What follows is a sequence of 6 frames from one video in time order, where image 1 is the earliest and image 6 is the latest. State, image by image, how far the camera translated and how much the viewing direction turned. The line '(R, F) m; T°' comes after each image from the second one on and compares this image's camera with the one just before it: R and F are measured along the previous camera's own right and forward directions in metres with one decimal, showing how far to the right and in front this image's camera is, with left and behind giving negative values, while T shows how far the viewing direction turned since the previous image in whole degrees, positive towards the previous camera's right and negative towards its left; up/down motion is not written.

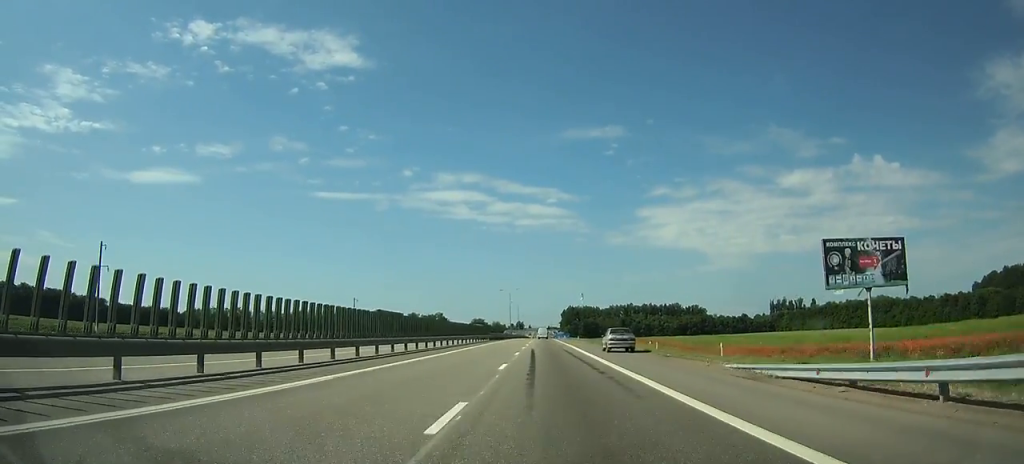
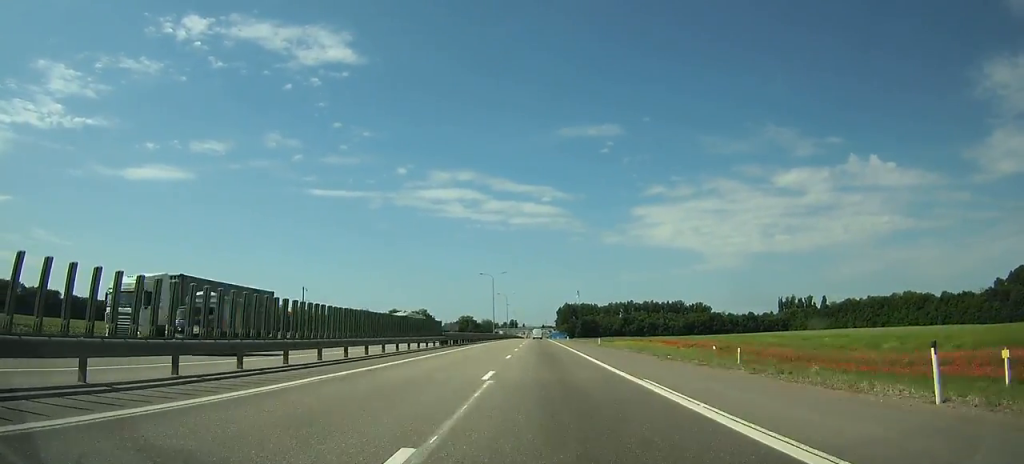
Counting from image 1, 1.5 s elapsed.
(-0.3, +41.4) m; 0°
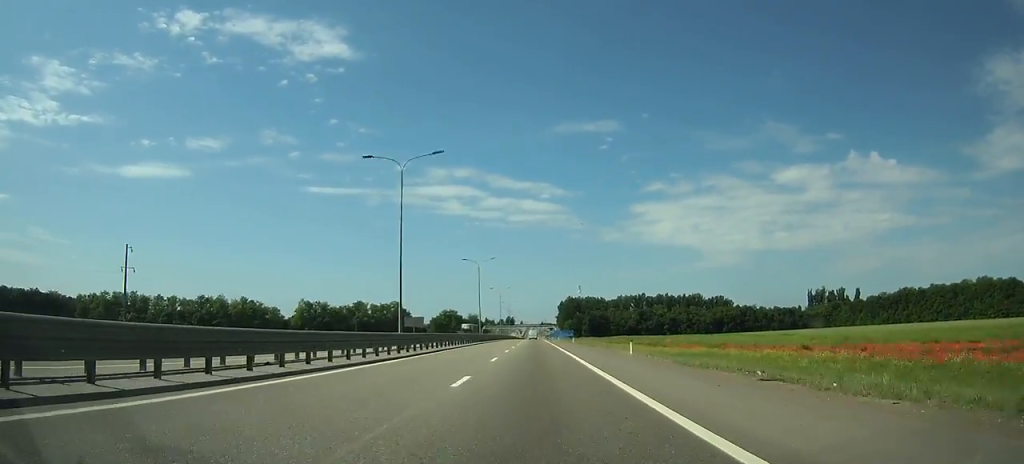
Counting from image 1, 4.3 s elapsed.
(+0.3, +76.5) m; 0°
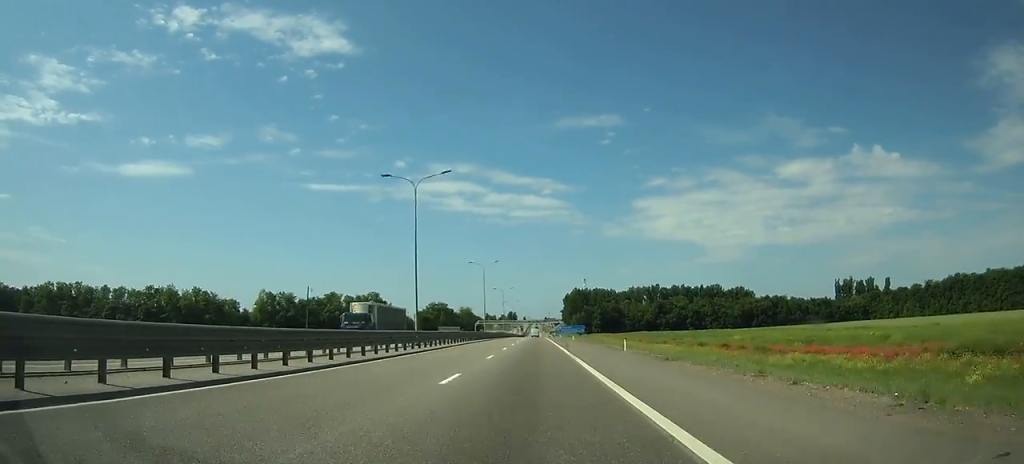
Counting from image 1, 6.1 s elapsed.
(-0.1, +48.2) m; 0°
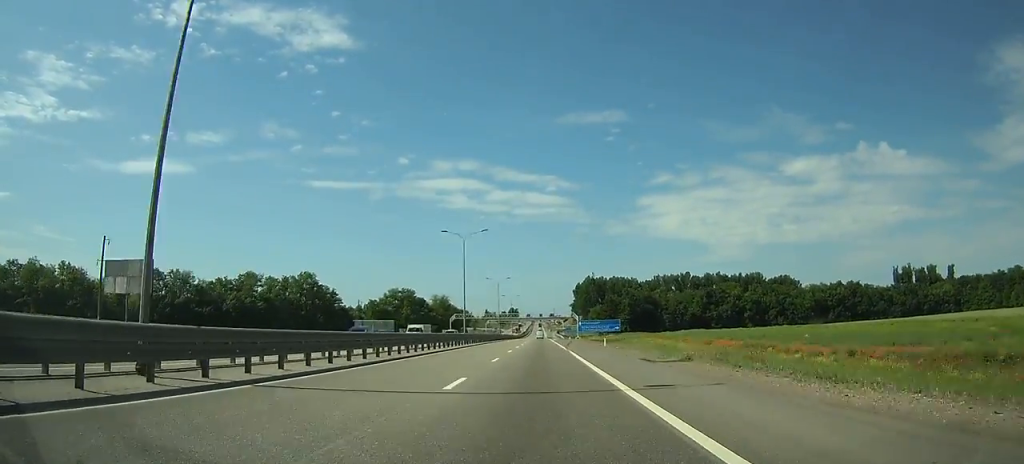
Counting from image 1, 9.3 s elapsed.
(-0.3, +84.1) m; 0°
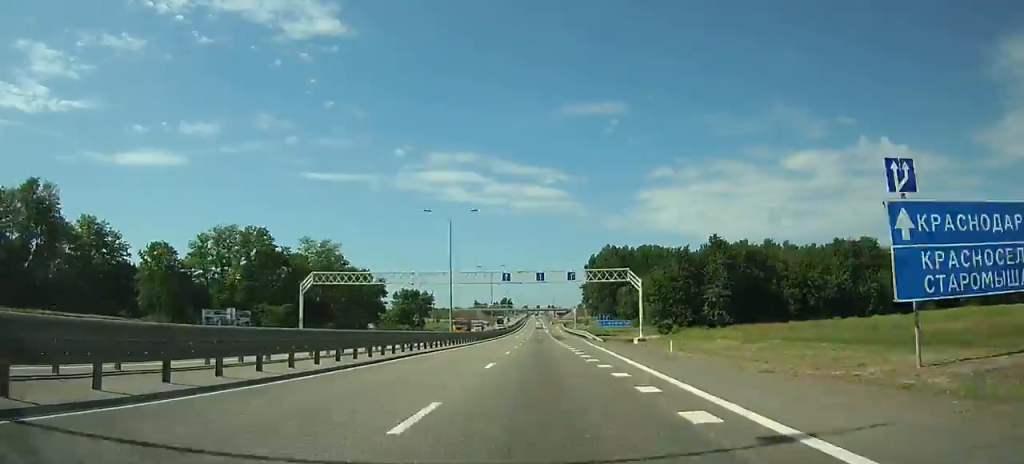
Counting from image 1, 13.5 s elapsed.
(+0.1, +109.7) m; 0°
